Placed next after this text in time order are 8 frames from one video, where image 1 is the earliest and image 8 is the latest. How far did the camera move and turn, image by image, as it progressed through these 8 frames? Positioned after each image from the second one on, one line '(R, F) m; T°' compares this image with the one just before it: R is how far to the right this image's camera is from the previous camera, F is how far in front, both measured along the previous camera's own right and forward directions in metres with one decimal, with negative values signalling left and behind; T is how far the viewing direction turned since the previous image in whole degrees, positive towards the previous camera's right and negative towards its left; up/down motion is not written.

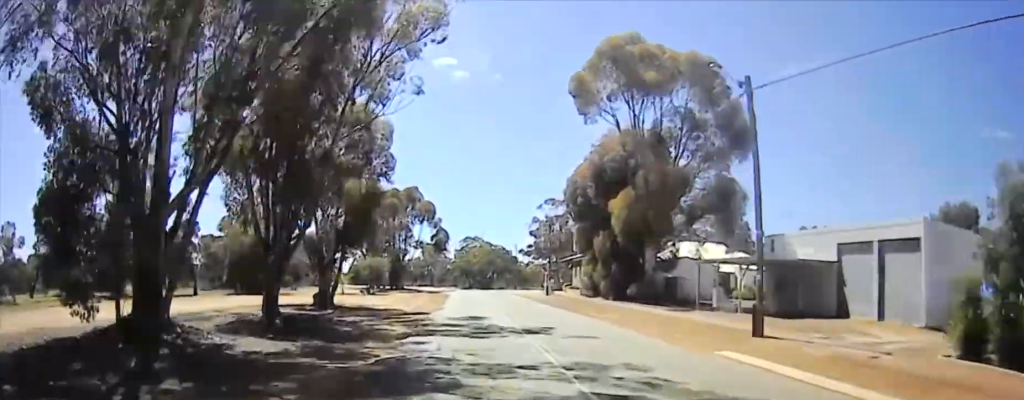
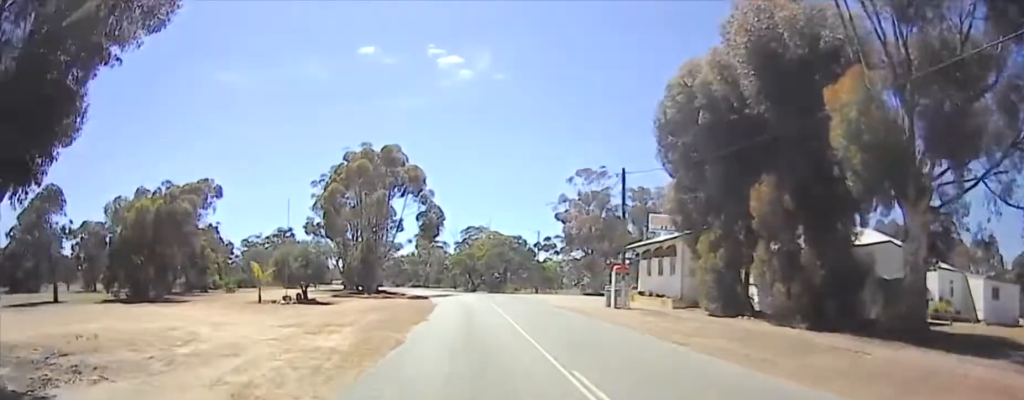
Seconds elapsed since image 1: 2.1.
(-0.6, +20.9) m; -3°
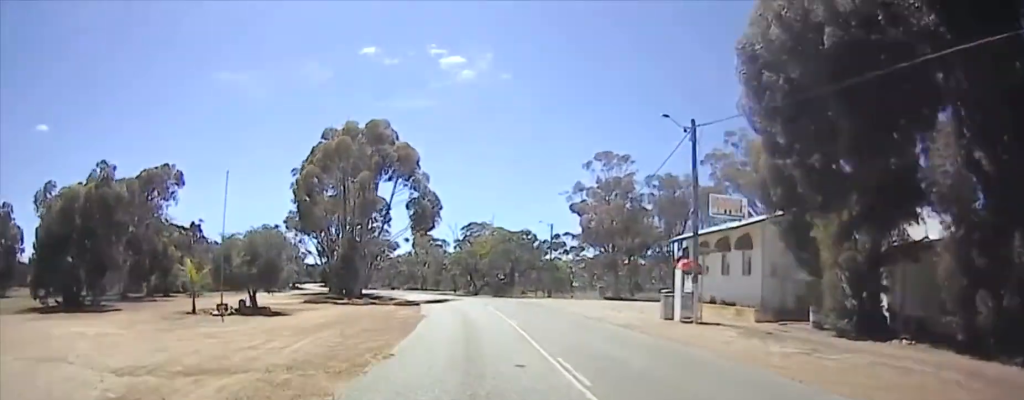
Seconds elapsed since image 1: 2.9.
(-0.1, +7.5) m; -2°
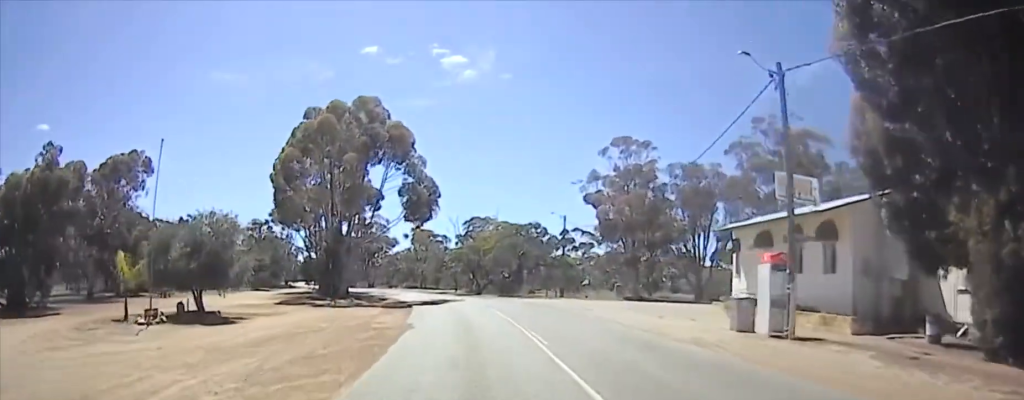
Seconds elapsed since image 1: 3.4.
(-0.1, +6.0) m; 0°
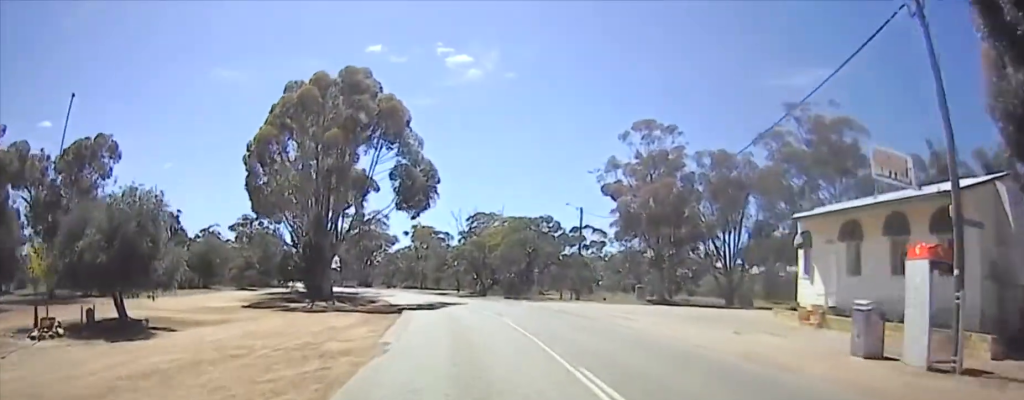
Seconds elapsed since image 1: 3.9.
(-0.2, +5.6) m; 0°
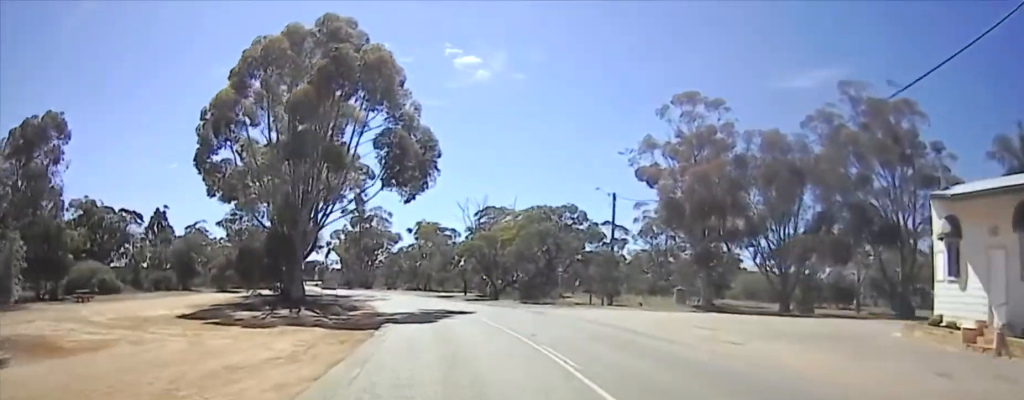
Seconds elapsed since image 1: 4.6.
(+0.1, +8.2) m; +1°
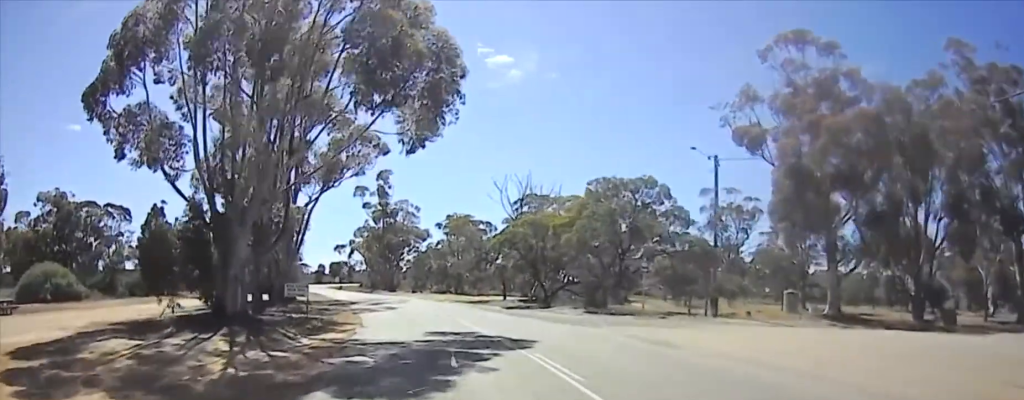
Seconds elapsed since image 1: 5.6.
(+0.2, +12.8) m; +1°
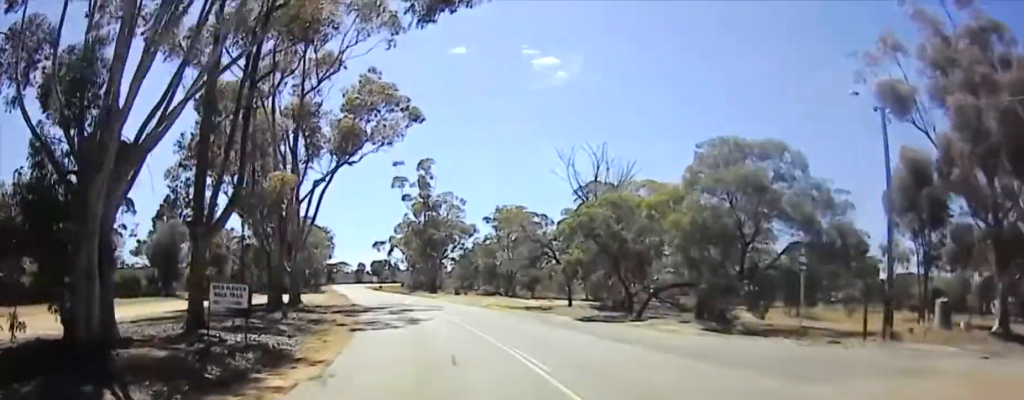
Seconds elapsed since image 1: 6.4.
(-0.1, +11.2) m; 0°
